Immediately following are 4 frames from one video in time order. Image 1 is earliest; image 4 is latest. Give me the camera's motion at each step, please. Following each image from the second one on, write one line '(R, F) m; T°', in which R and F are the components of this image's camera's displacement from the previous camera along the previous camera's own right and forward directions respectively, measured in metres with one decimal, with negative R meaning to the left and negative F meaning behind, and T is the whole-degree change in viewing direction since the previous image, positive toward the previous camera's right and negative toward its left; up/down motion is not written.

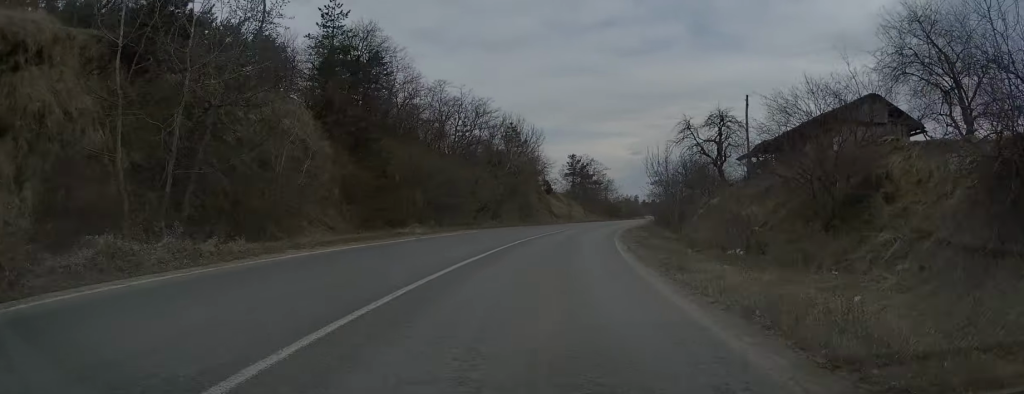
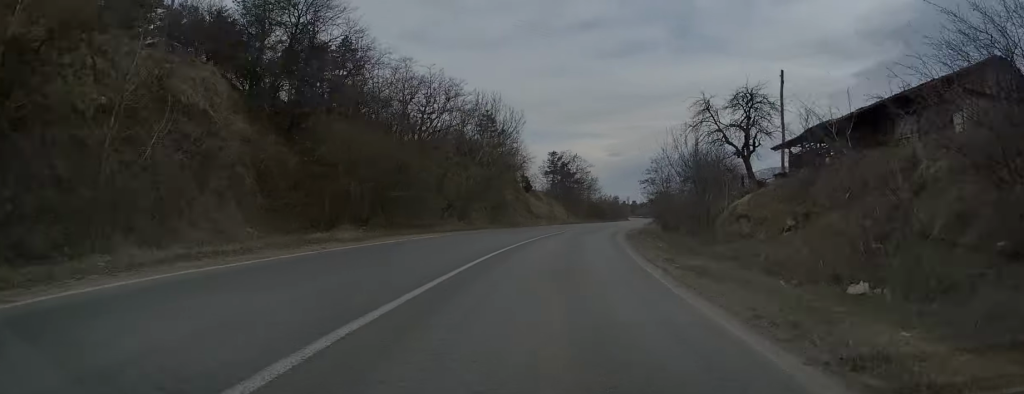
(0.0, +9.5) m; +2°
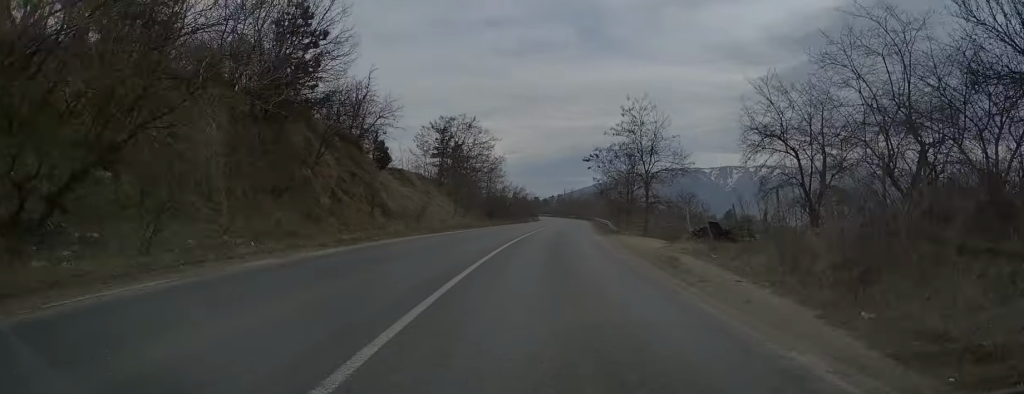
(+2.6, +36.6) m; +7°
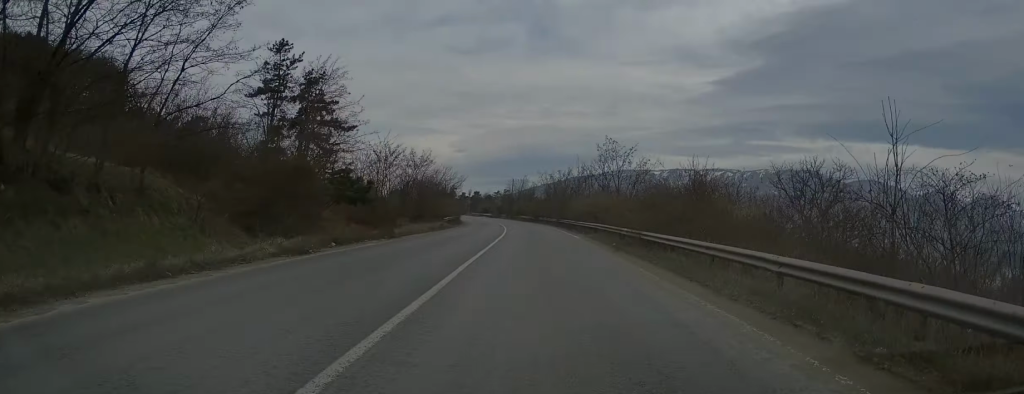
(+2.9, +59.0) m; +5°
